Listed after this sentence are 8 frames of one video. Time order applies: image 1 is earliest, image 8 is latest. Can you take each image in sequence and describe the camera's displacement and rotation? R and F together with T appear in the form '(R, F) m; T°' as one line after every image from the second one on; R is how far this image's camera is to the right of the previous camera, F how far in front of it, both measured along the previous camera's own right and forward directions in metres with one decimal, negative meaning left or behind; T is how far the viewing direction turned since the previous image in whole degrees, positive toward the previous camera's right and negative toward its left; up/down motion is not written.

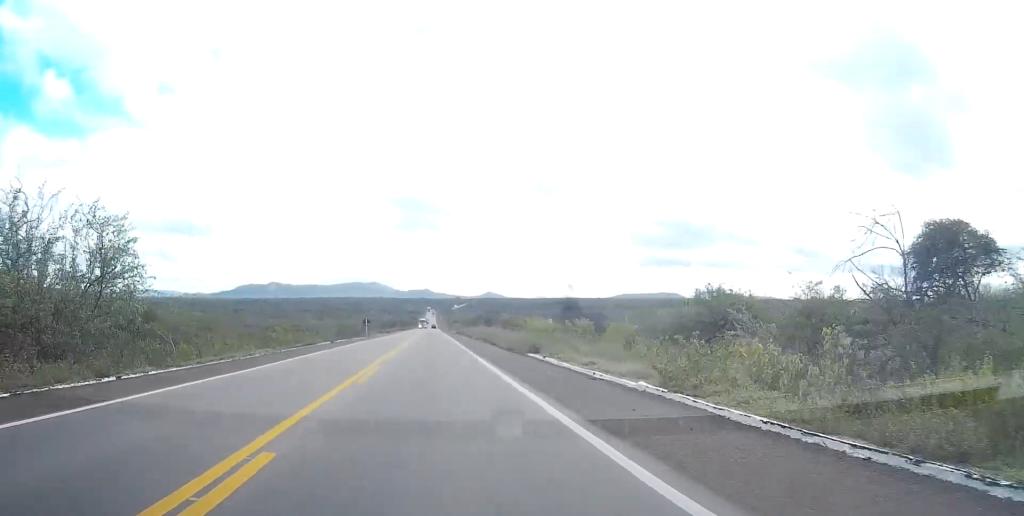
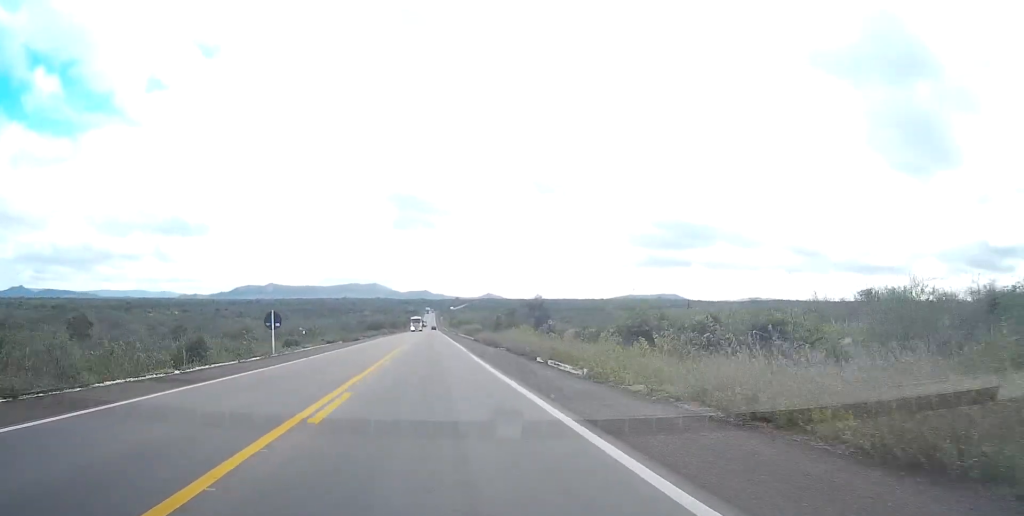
(+0.1, +55.9) m; 0°
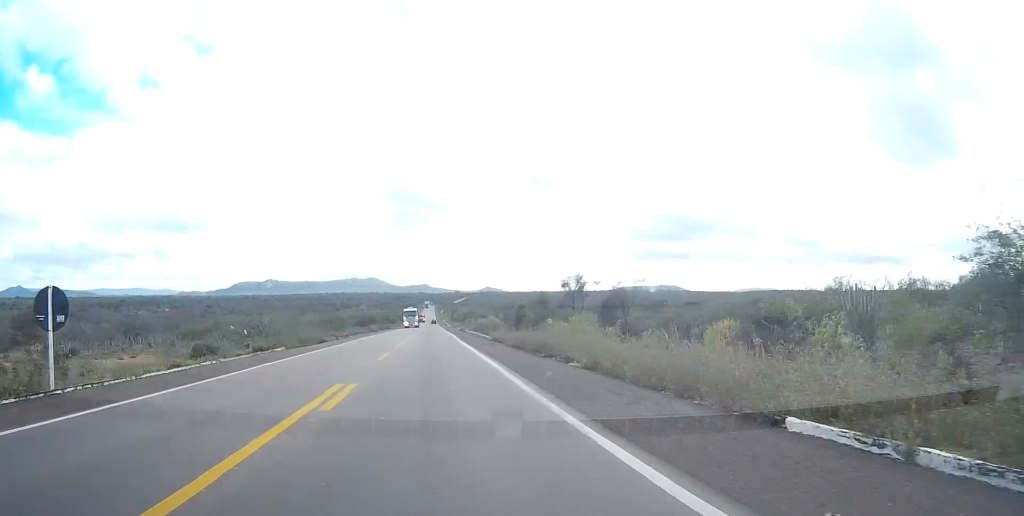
(+0.1, +24.0) m; 0°
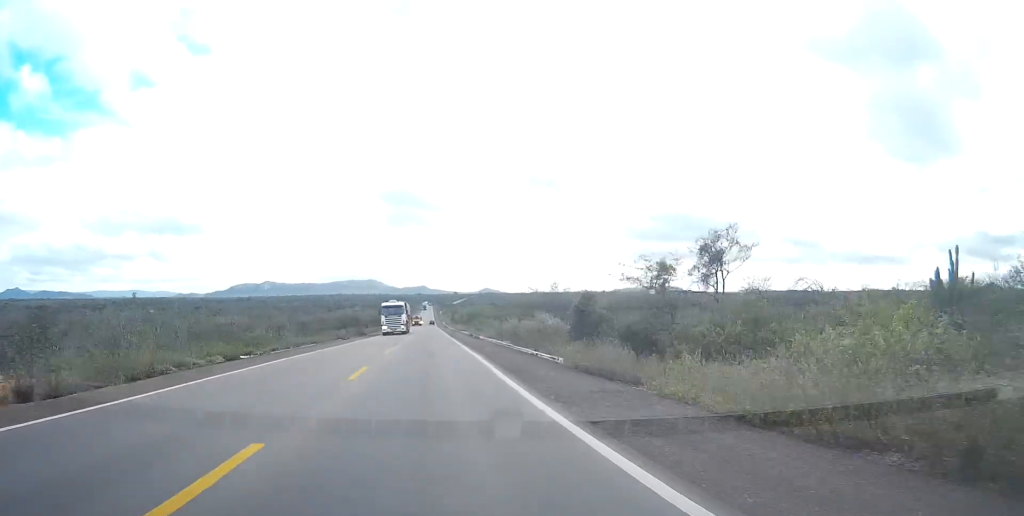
(-0.1, +31.9) m; 0°
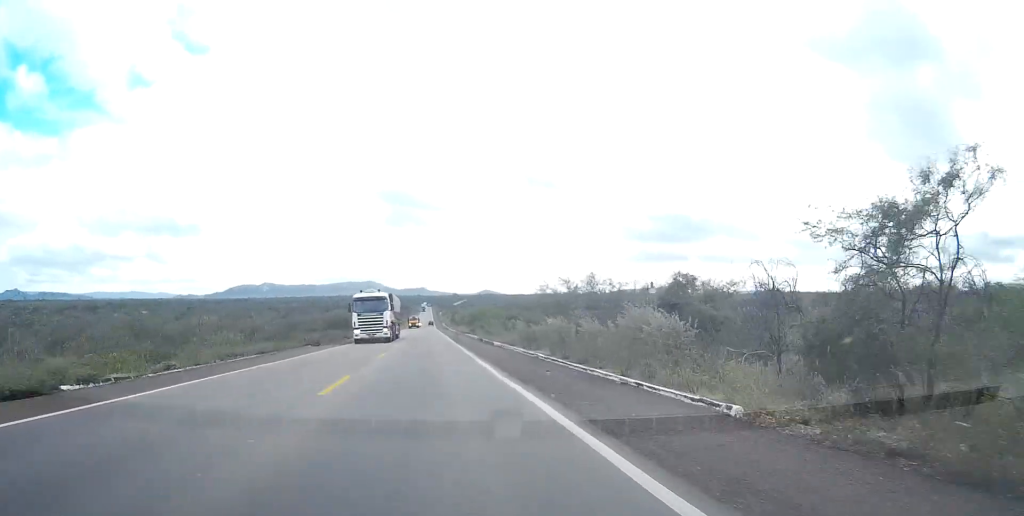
(0.0, +15.9) m; 0°
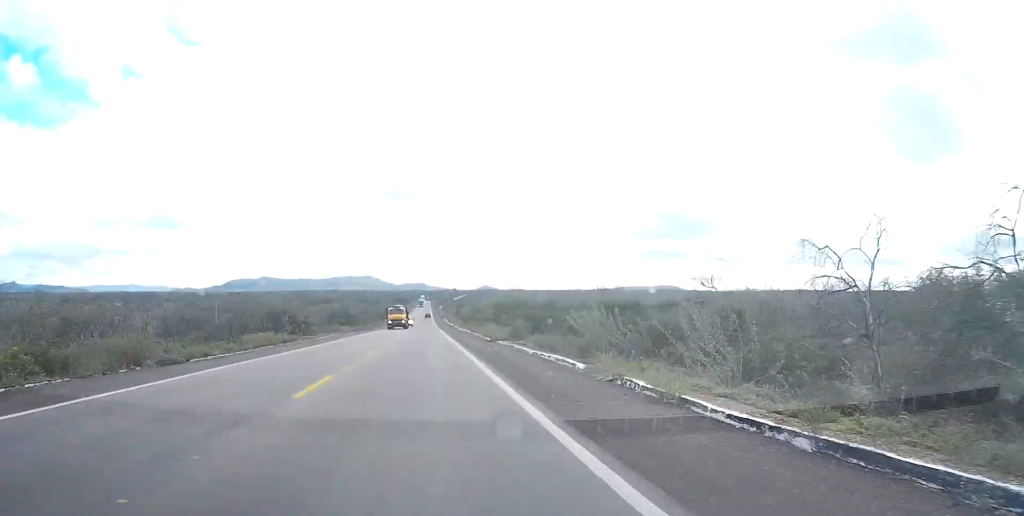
(0.0, +49.9) m; 0°
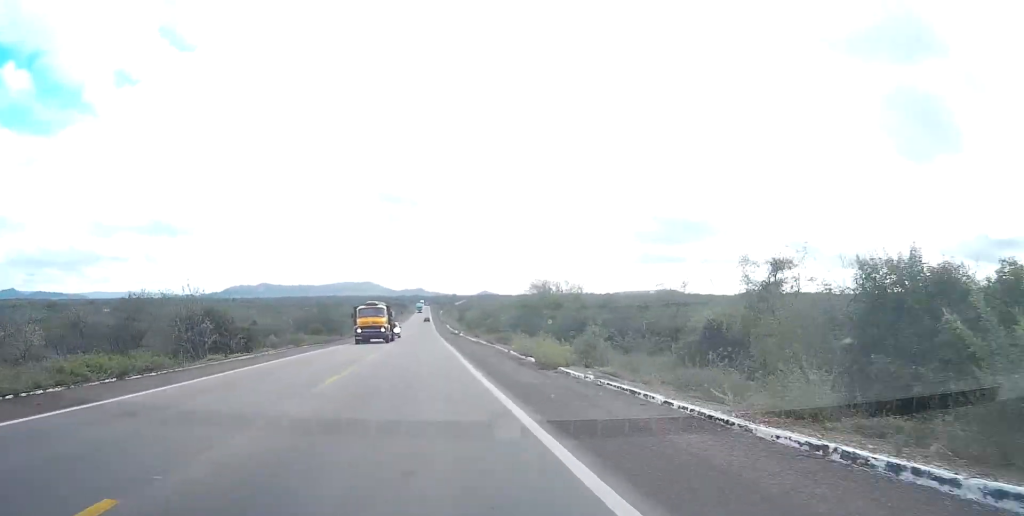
(0.0, +22.6) m; 0°
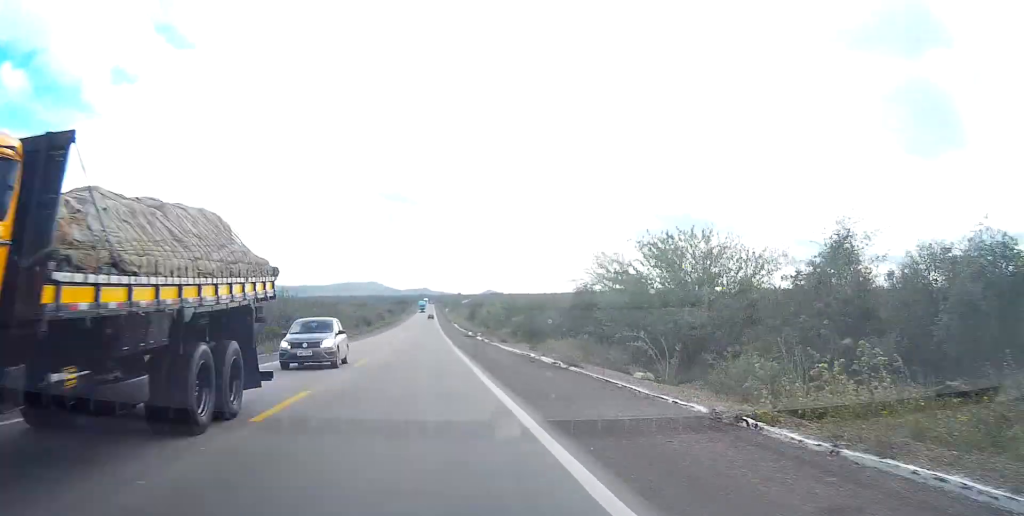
(0.0, +28.3) m; 0°
